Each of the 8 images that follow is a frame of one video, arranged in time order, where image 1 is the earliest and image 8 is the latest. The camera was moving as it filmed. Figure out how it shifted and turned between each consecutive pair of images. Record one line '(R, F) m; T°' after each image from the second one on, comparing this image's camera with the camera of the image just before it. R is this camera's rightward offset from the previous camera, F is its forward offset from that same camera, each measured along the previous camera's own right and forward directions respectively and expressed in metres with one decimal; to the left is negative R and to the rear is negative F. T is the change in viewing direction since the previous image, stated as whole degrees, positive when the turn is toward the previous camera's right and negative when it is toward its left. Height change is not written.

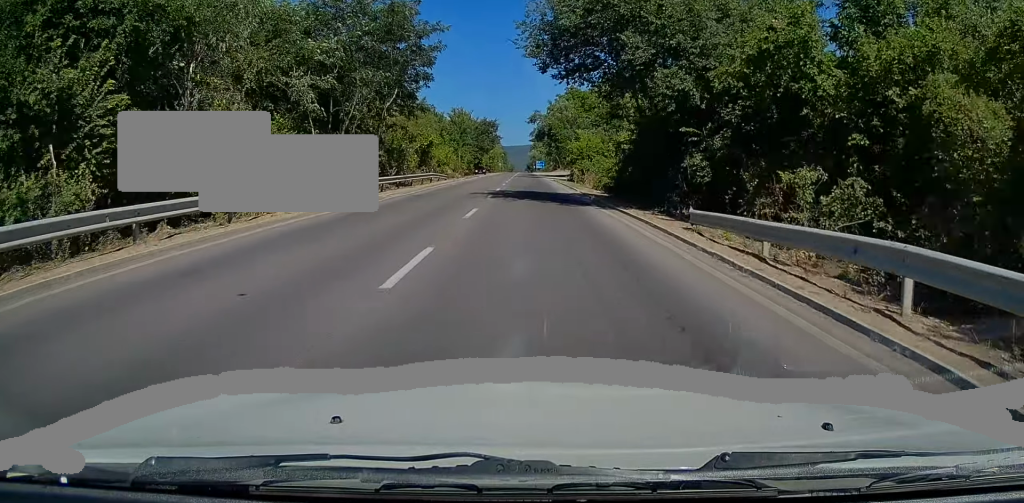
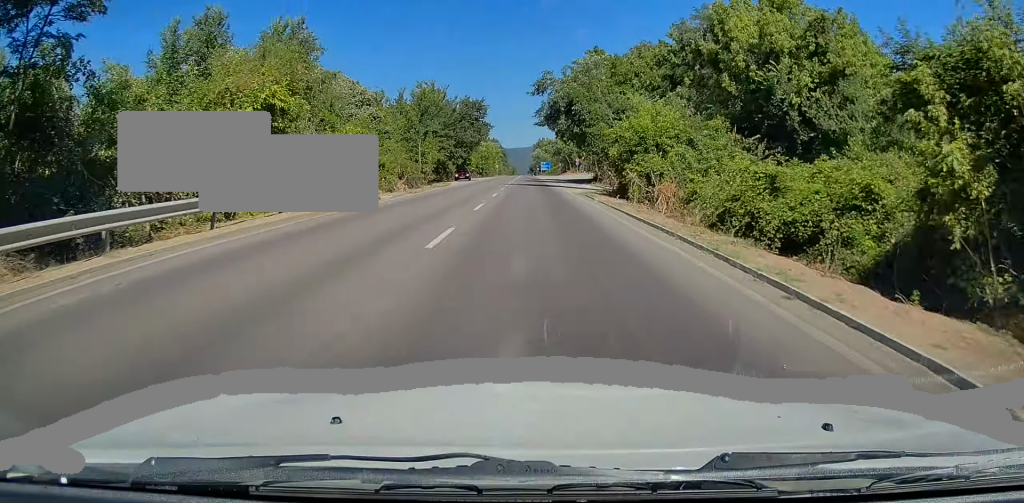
(-0.3, +32.7) m; -1°
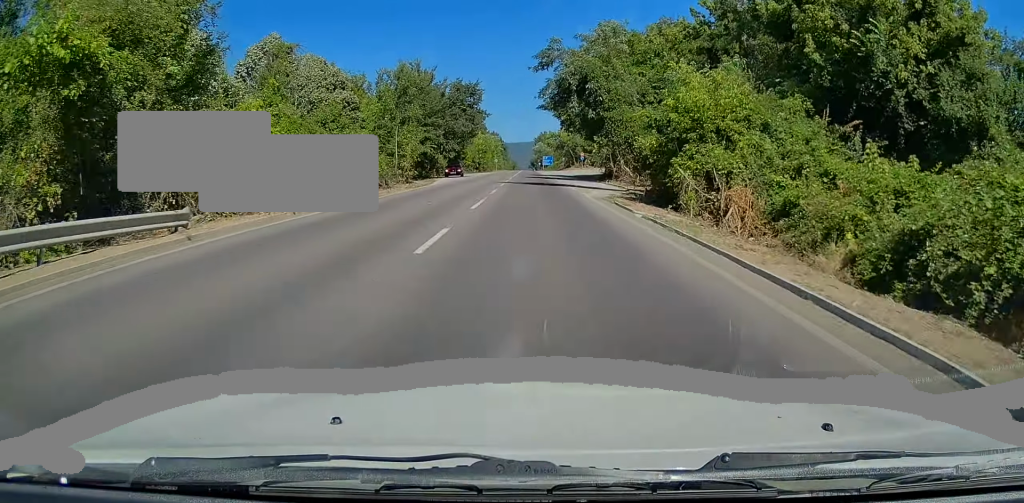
(+0.1, +9.6) m; 0°
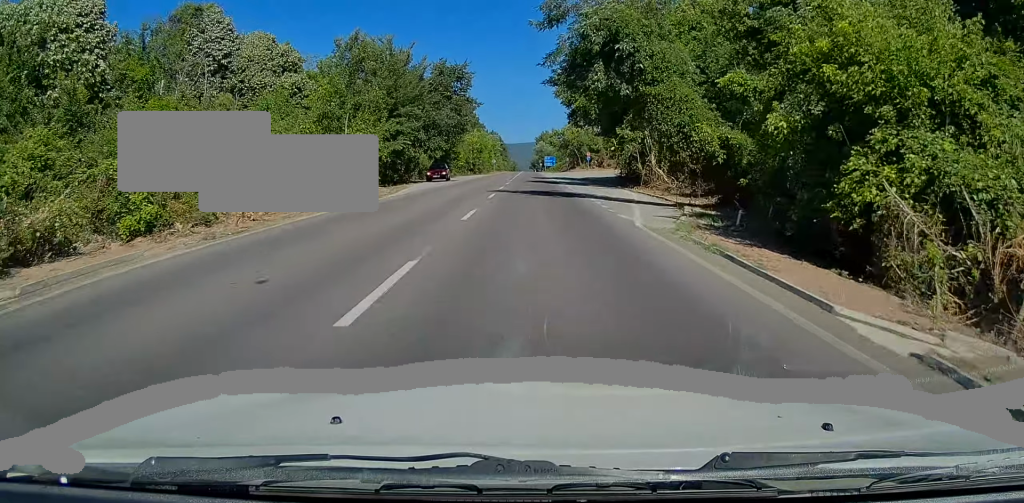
(0.0, +11.9) m; +1°
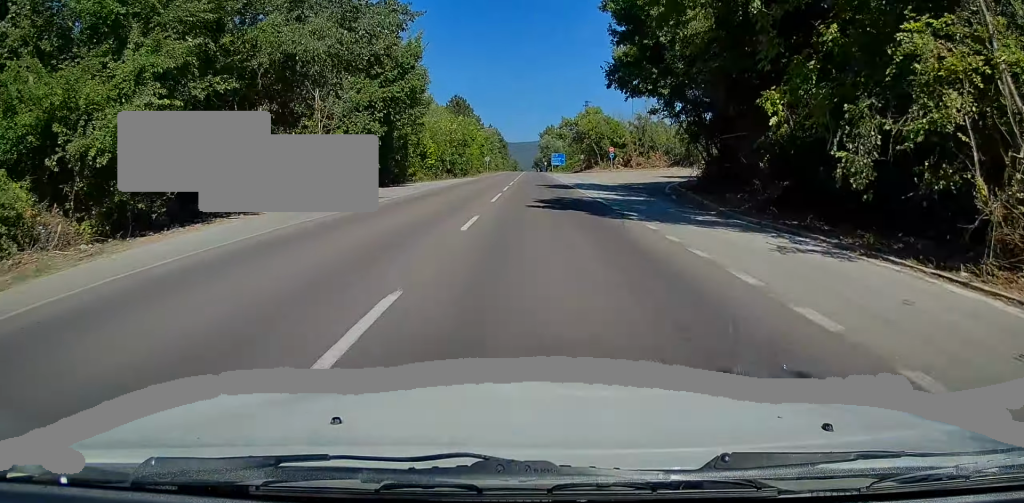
(0.0, +29.2) m; 0°
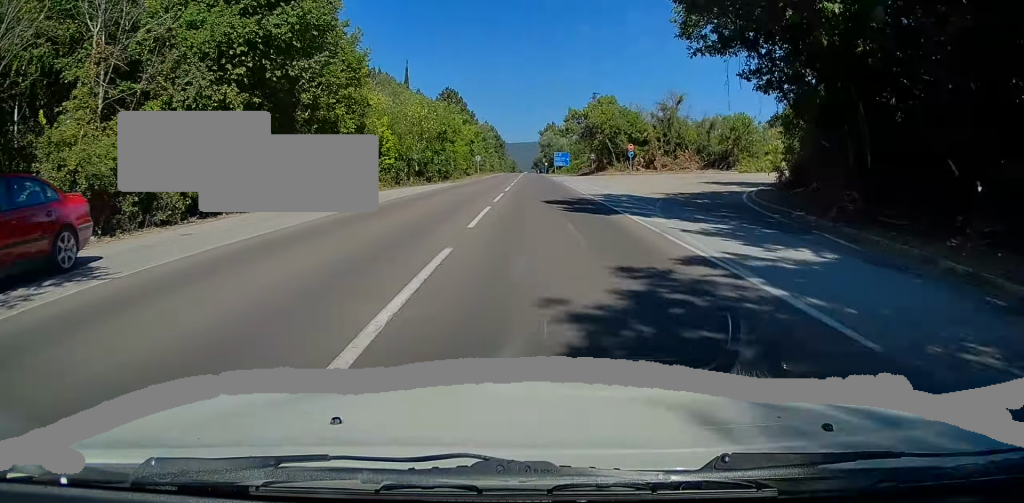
(-0.2, +17.2) m; 0°
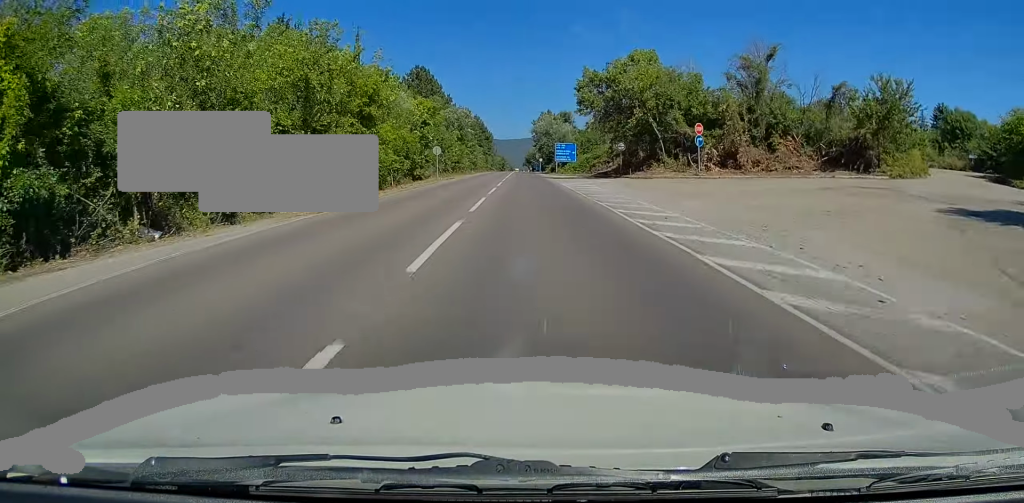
(+0.2, +31.7) m; 0°
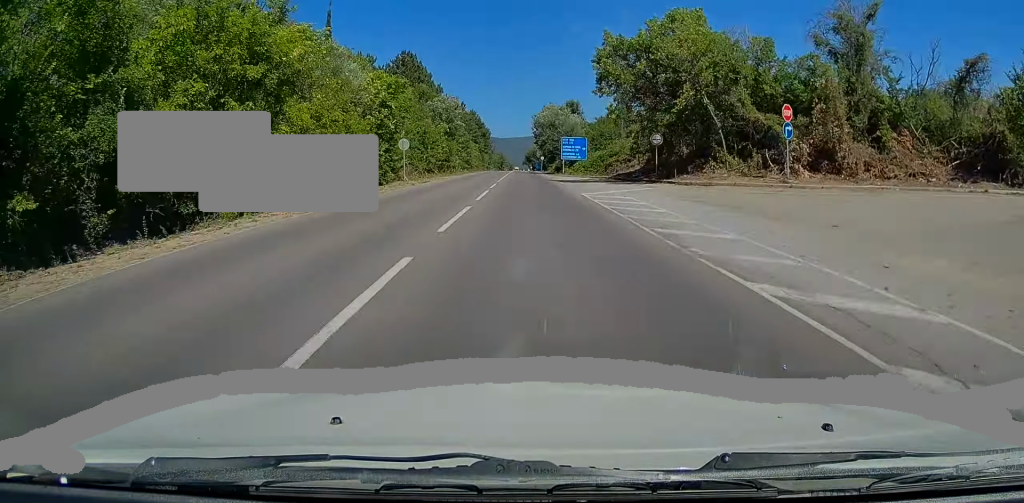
(-0.2, +14.4) m; 0°
